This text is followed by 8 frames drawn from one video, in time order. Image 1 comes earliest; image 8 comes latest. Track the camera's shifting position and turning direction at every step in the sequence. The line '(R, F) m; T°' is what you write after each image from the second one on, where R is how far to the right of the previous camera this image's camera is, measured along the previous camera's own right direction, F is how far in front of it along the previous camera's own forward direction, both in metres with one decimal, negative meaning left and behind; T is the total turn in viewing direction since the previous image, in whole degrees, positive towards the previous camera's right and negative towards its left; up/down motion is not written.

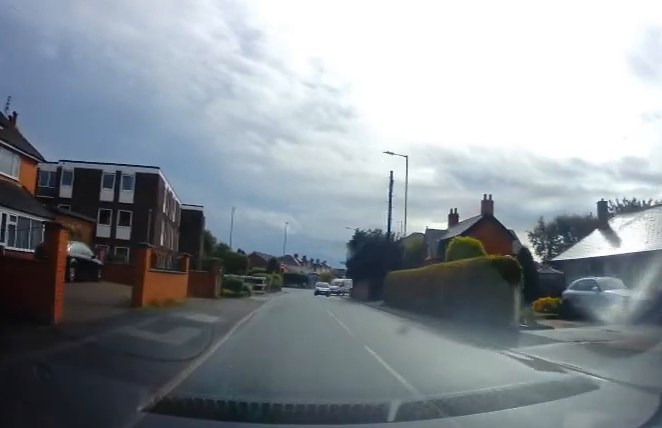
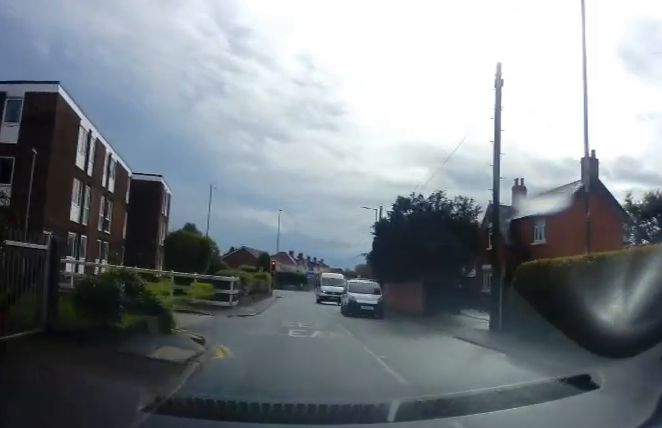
(+0.1, +16.2) m; +2°
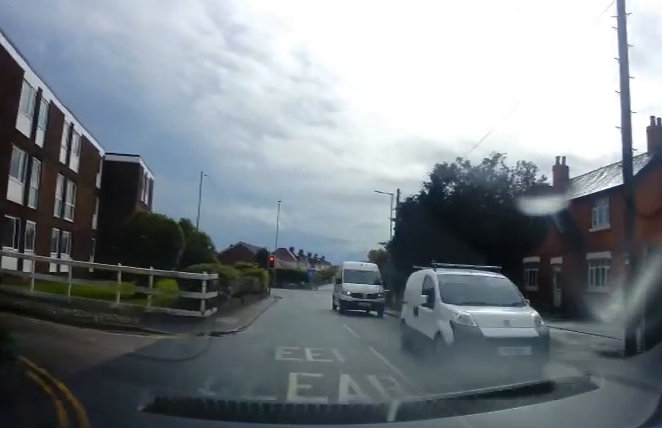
(+0.1, +5.9) m; -2°
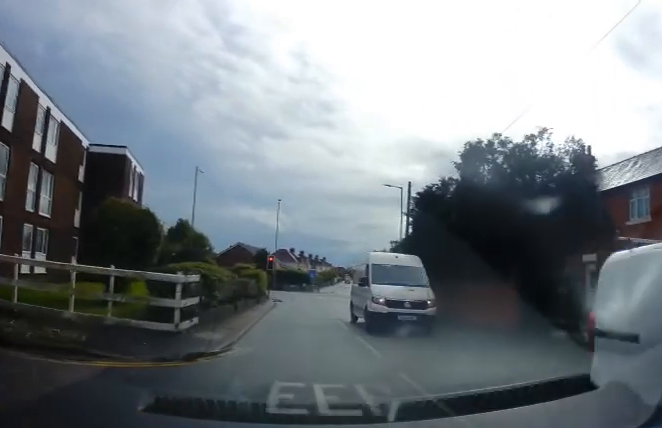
(-0.2, +2.8) m; 0°
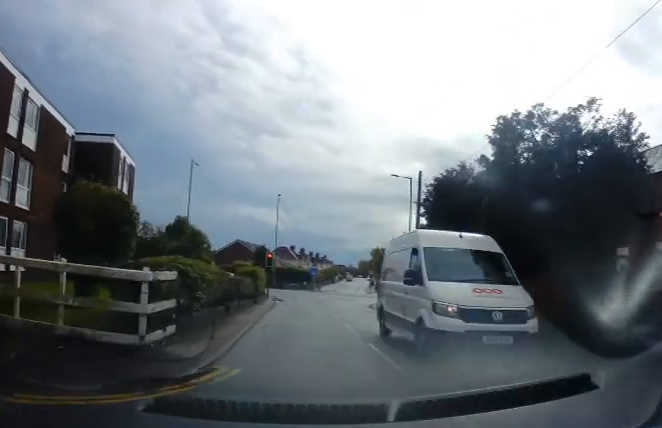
(-0.1, +2.4) m; 0°
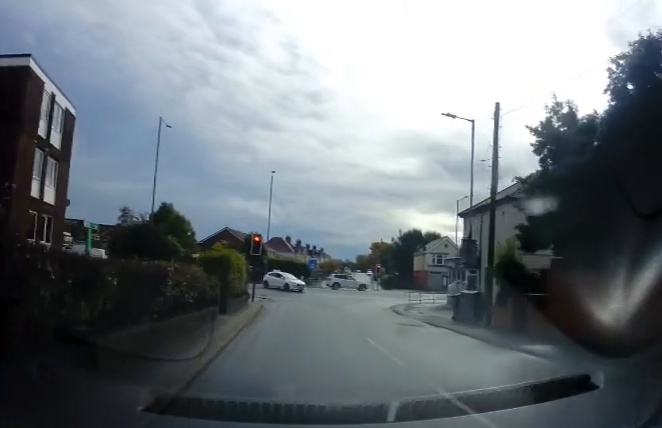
(+0.5, +9.8) m; +3°
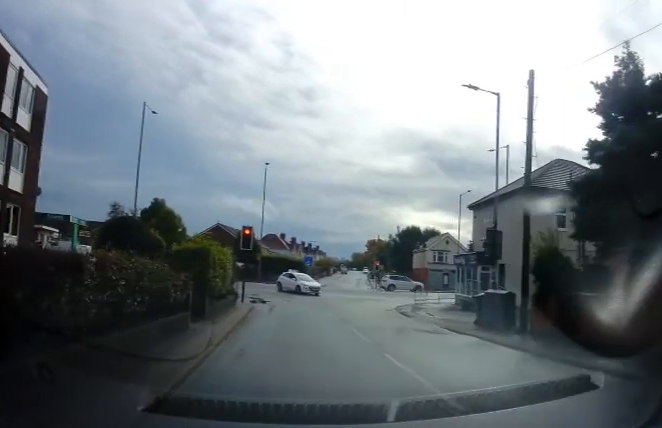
(0.0, +2.8) m; 0°
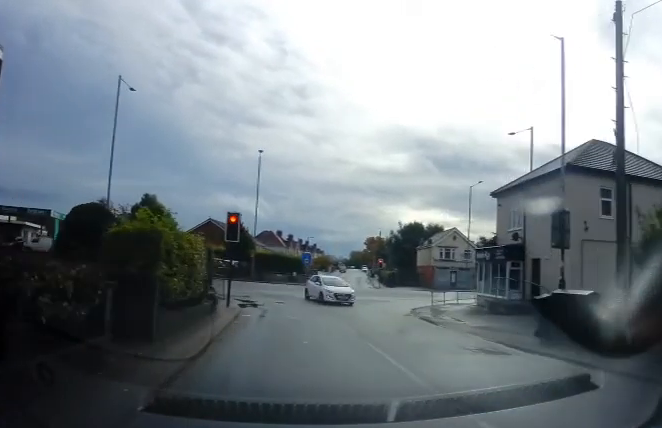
(0.0, +4.2) m; -1°
